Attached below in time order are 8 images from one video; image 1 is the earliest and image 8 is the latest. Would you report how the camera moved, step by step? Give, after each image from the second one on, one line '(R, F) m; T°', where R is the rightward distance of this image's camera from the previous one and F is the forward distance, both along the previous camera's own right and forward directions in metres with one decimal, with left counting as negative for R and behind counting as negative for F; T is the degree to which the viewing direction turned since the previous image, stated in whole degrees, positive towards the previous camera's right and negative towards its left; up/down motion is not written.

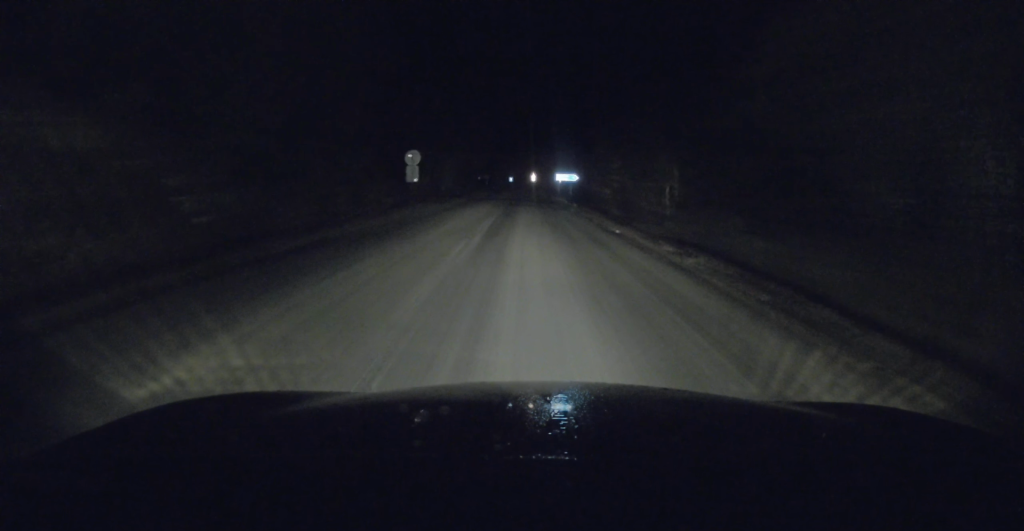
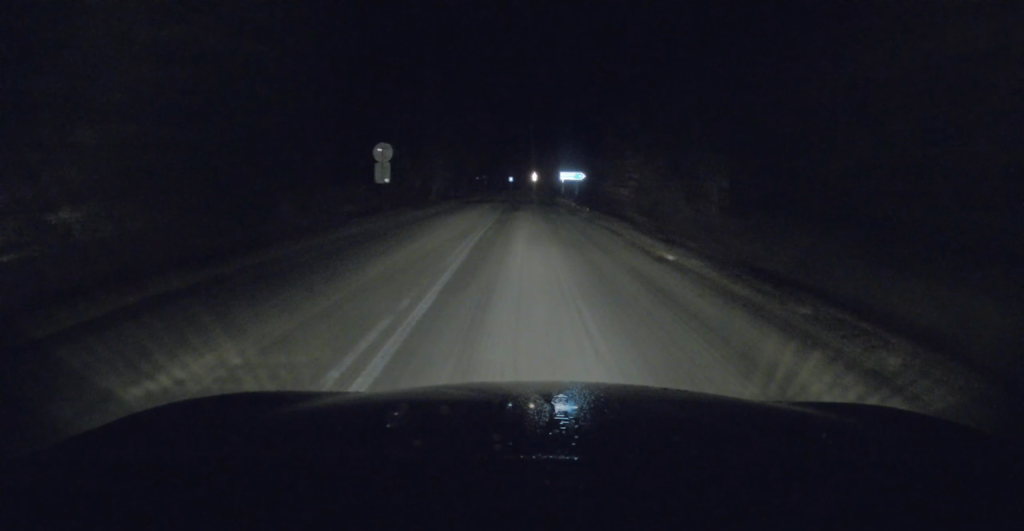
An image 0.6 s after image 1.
(-0.1, +6.2) m; 0°
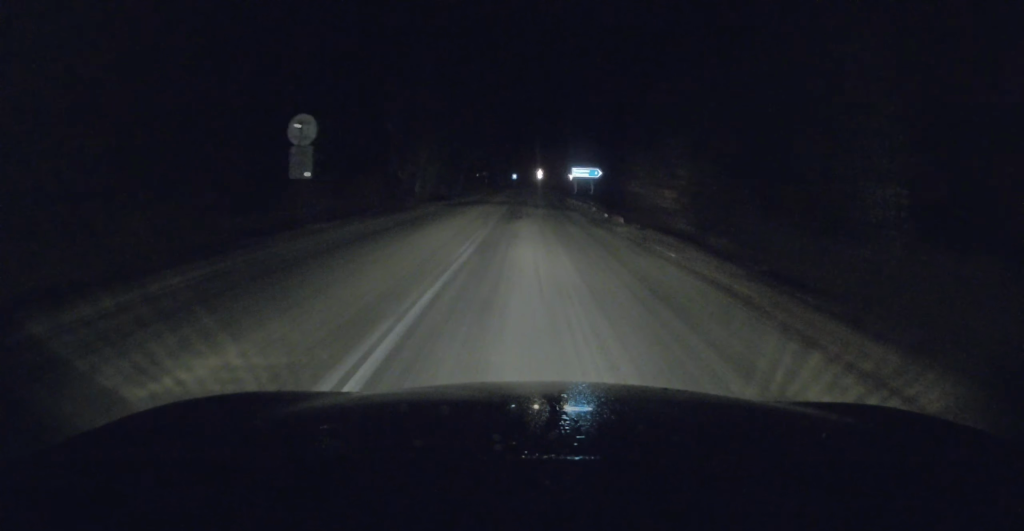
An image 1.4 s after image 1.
(+0.2, +8.9) m; +1°
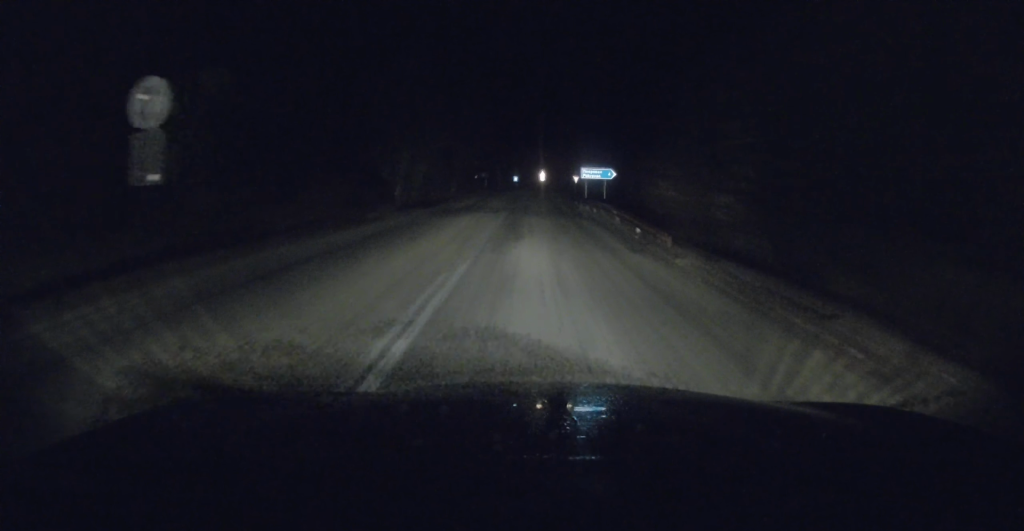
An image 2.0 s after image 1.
(0.0, +6.2) m; 0°
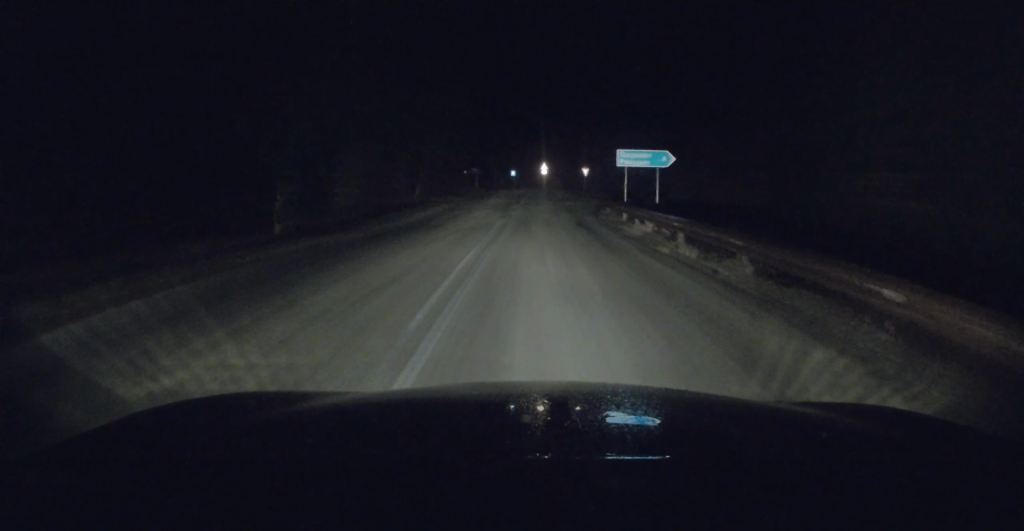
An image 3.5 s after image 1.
(0.0, +15.5) m; 0°
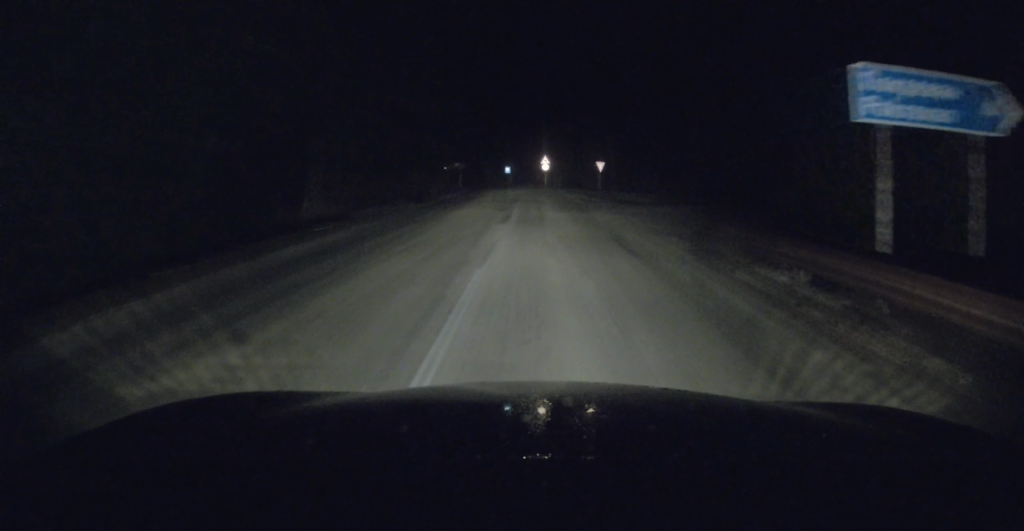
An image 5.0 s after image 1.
(-0.3, +16.8) m; -1°
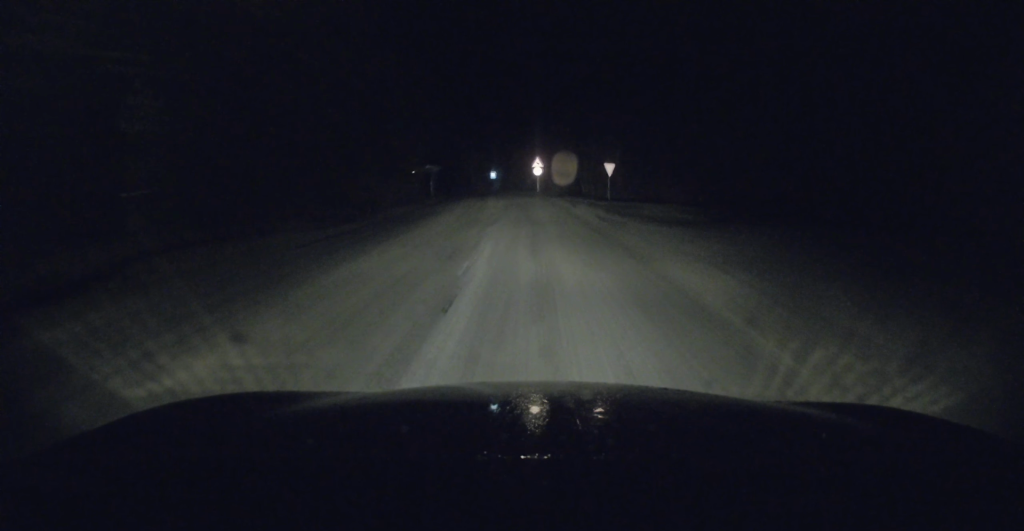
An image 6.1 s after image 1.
(+0.2, +12.6) m; +2°
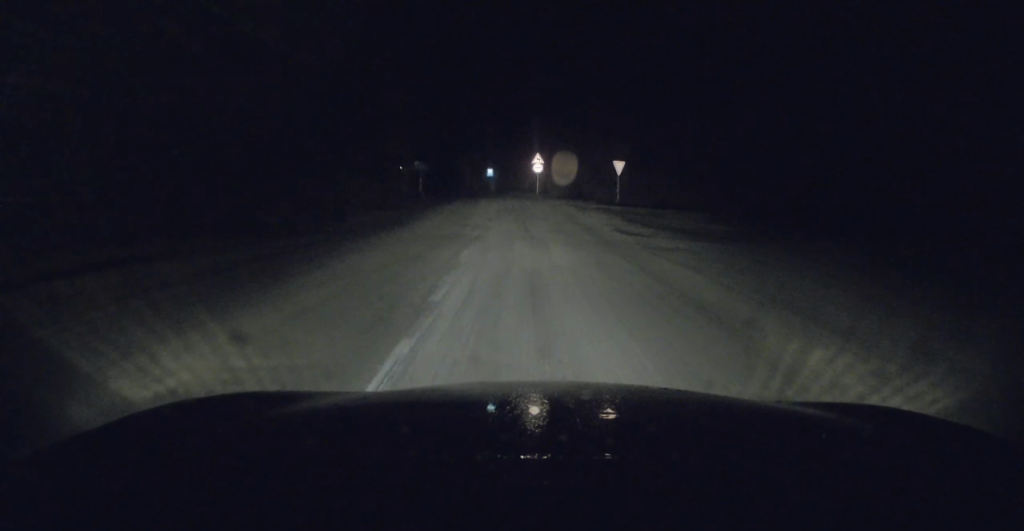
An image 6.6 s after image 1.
(+0.1, +4.9) m; +1°
